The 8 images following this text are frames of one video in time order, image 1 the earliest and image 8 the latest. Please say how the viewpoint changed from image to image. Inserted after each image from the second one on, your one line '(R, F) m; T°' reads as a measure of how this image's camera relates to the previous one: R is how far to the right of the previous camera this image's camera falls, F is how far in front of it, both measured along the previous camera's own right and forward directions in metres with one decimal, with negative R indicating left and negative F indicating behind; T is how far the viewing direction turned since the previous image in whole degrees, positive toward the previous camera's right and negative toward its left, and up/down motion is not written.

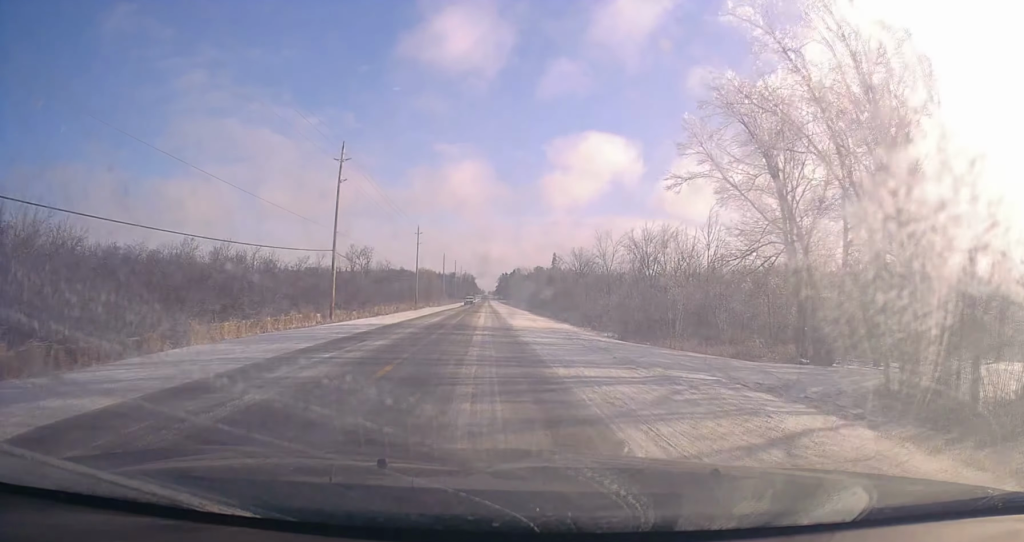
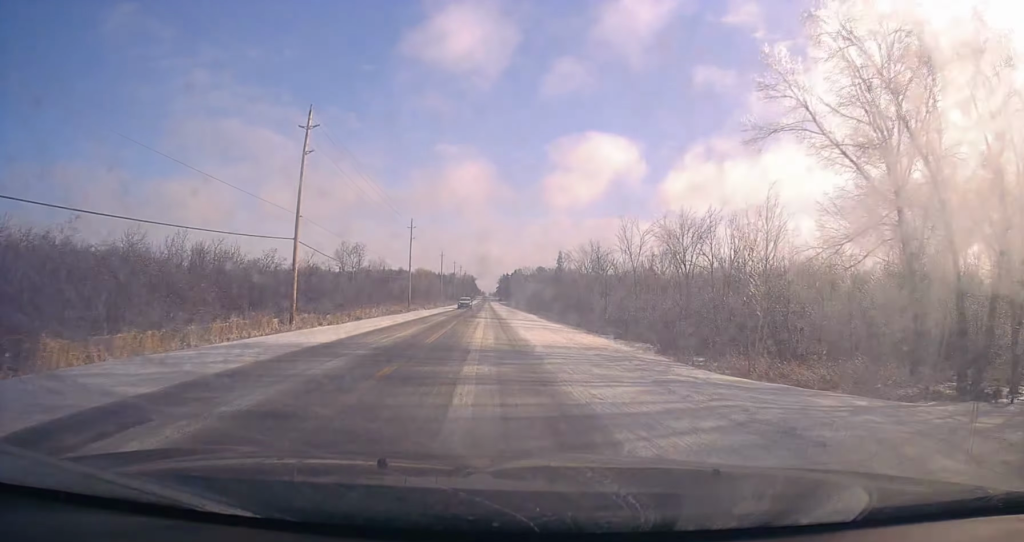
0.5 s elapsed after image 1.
(-0.2, +11.1) m; 0°
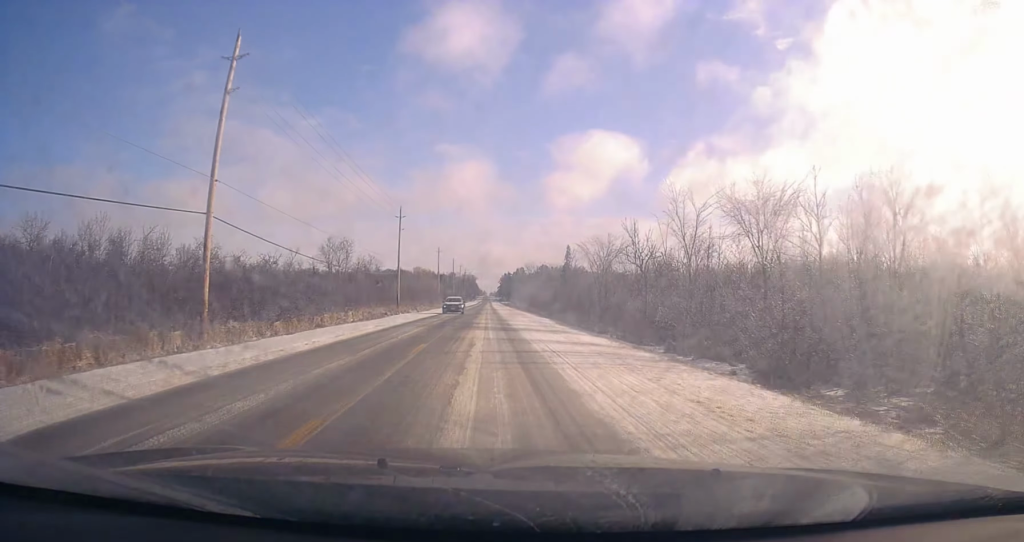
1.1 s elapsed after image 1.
(+0.1, +14.0) m; 0°
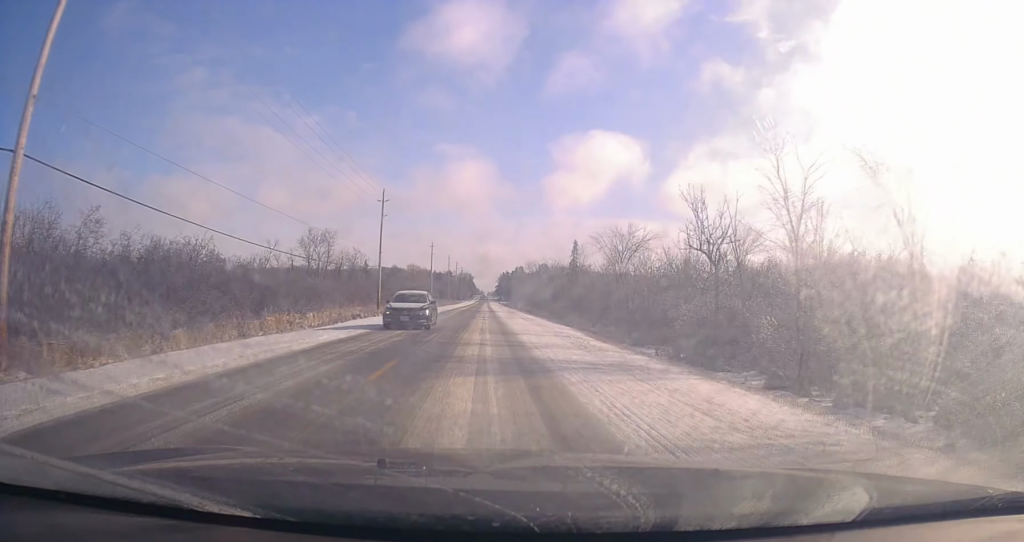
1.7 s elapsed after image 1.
(+0.2, +14.5) m; +1°
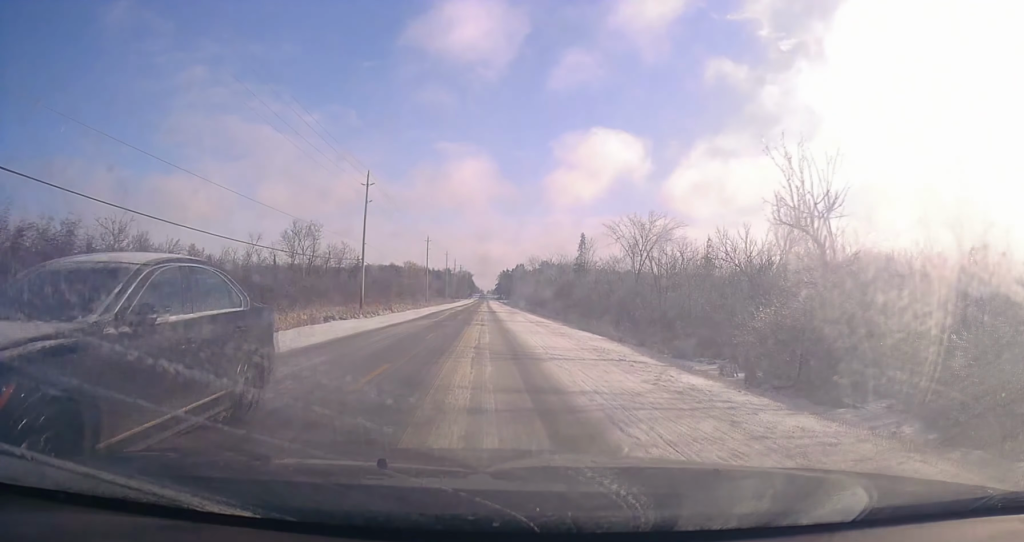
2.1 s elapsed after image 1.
(-0.1, +10.0) m; 0°
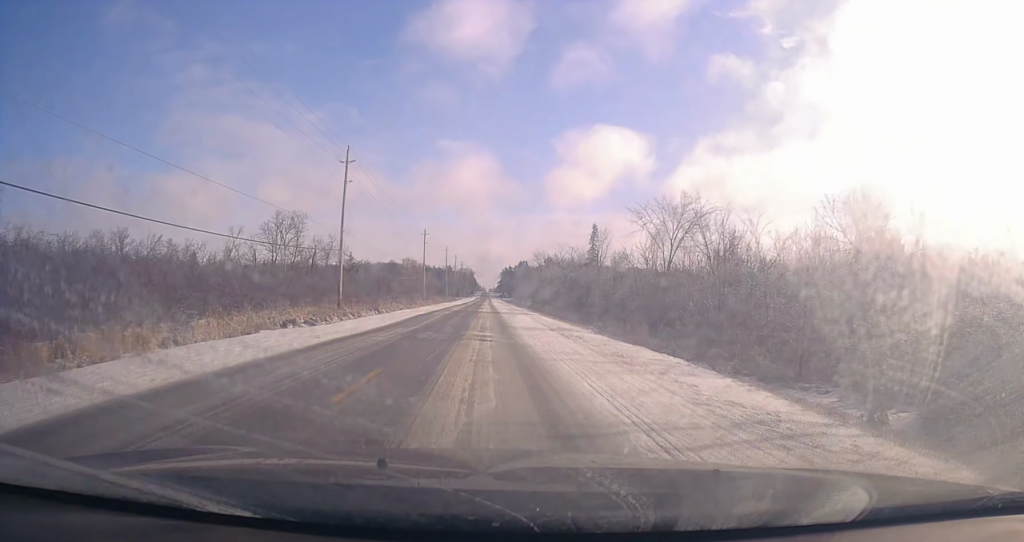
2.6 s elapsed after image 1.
(-0.1, +10.7) m; 0°
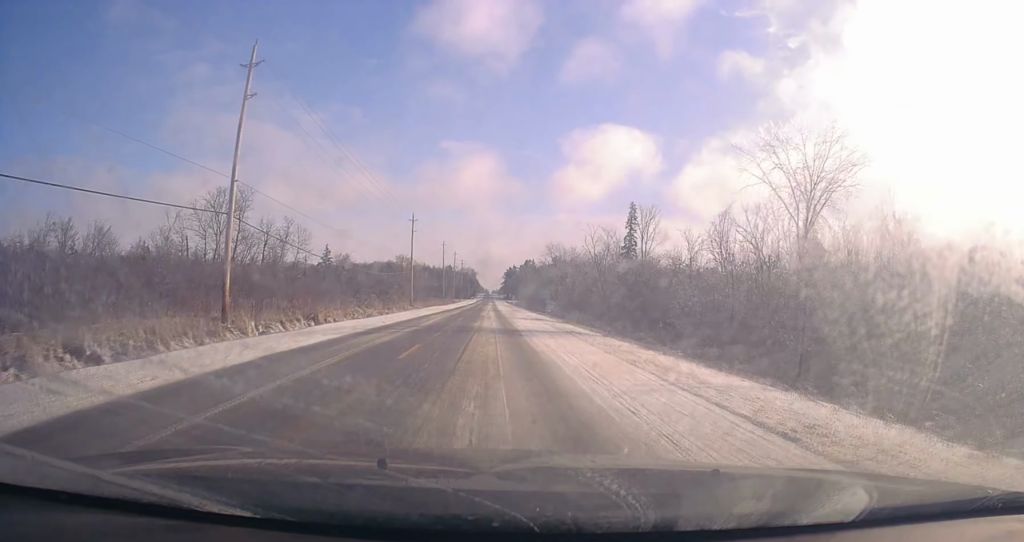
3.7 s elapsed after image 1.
(+0.1, +25.0) m; -1°
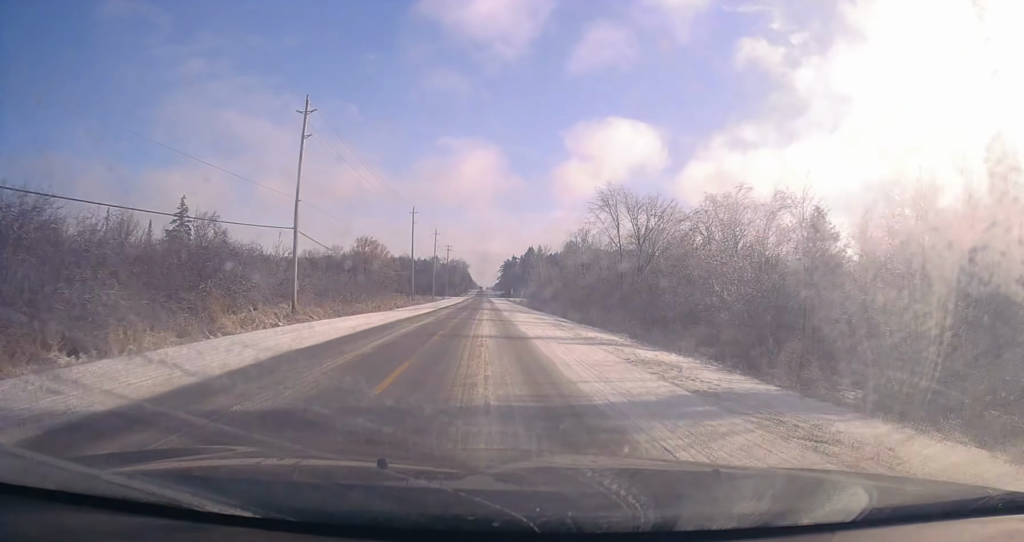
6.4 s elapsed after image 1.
(-0.4, +61.5) m; +1°
